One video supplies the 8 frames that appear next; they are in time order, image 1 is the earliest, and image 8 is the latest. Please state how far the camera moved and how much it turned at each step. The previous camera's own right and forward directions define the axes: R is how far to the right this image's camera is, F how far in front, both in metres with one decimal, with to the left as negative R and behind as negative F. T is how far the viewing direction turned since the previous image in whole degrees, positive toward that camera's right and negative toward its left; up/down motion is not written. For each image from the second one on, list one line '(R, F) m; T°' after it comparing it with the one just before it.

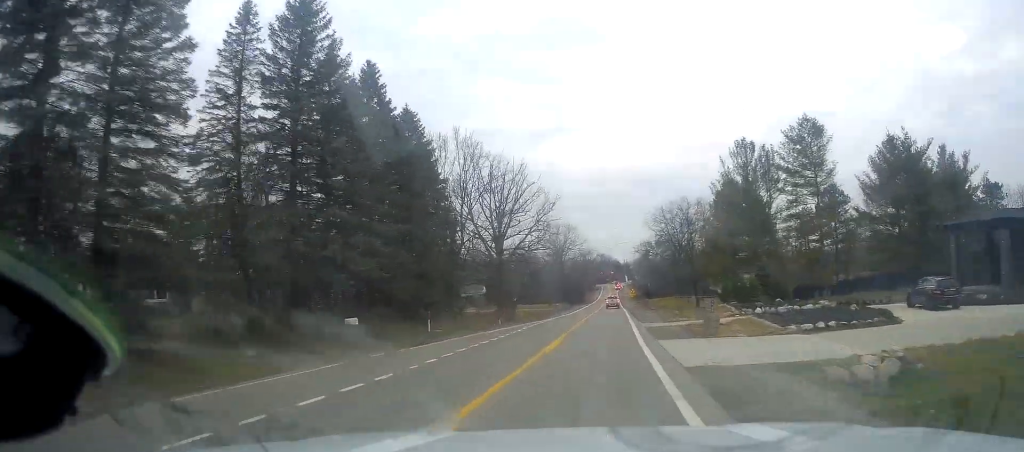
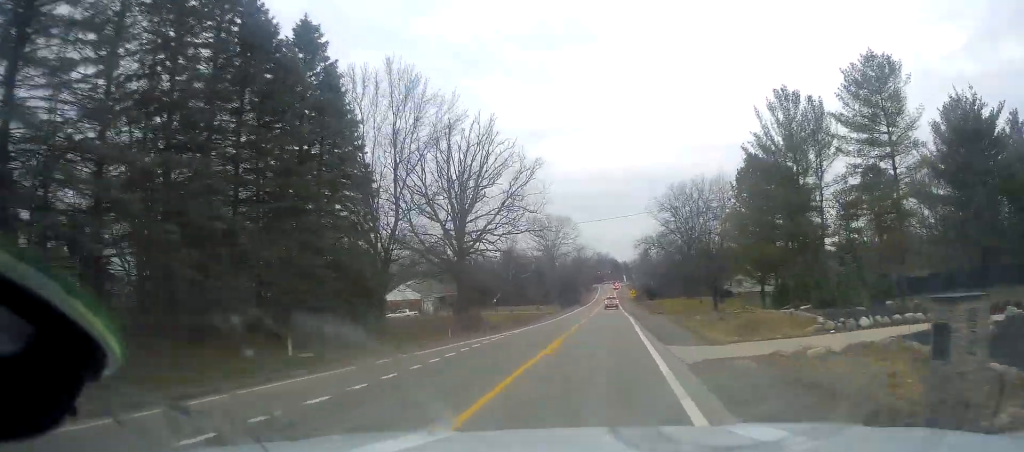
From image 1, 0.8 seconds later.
(-0.3, +16.0) m; +1°
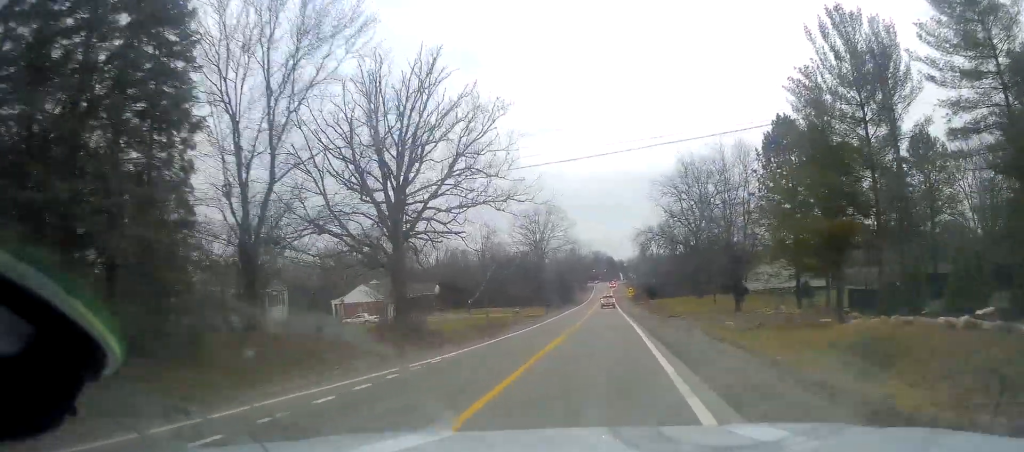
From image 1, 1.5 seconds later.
(+0.6, +14.3) m; 0°
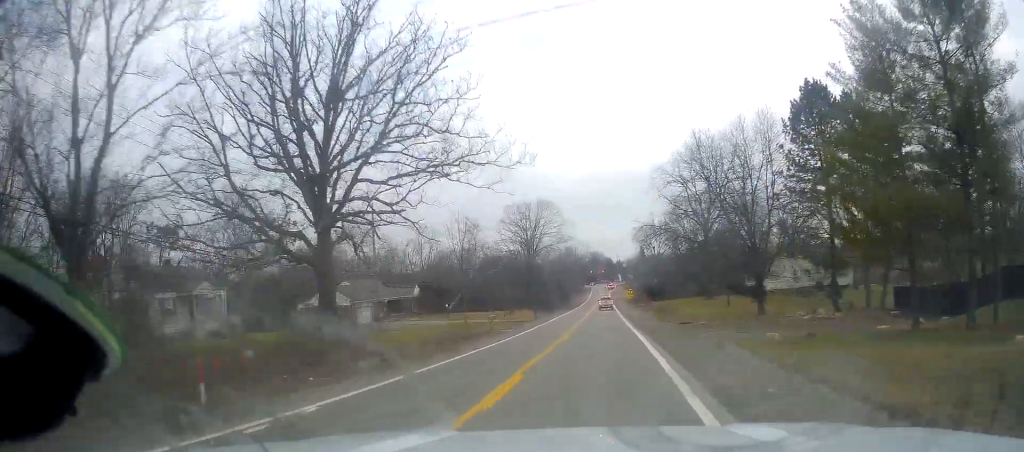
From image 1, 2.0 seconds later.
(+0.1, +9.5) m; 0°
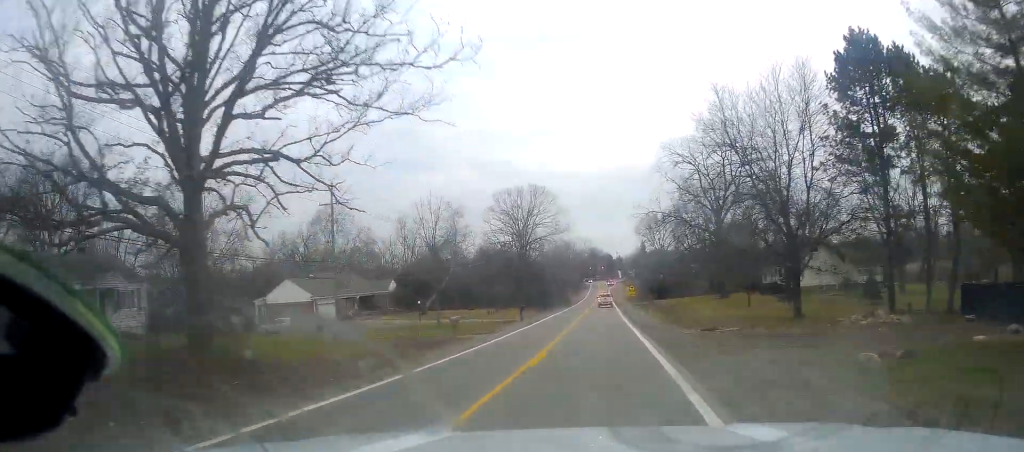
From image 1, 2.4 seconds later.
(-0.4, +9.5) m; 0°
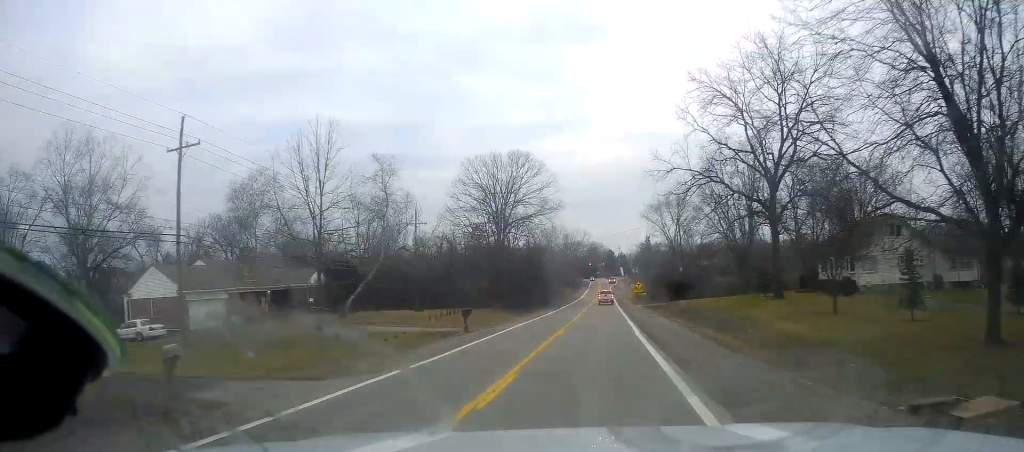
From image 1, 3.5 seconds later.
(+0.3, +21.0) m; +1°
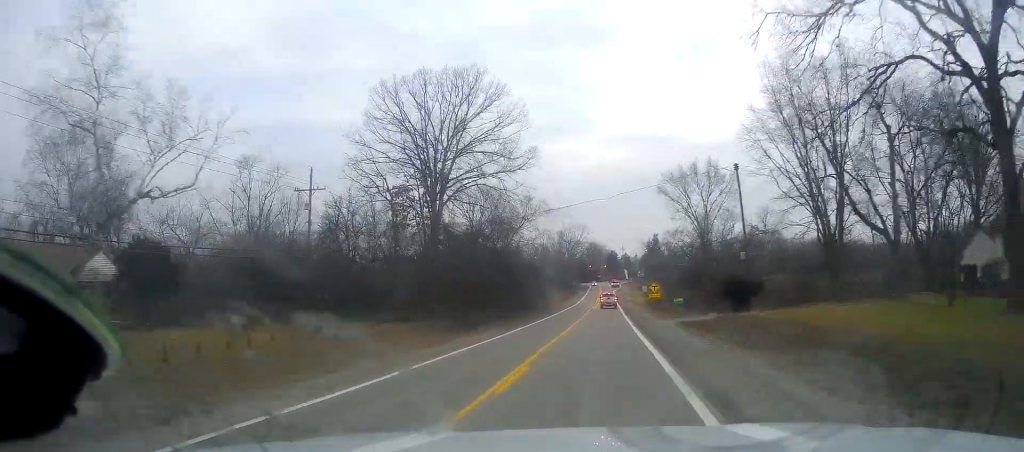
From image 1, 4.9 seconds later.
(-0.2, +28.4) m; -2°
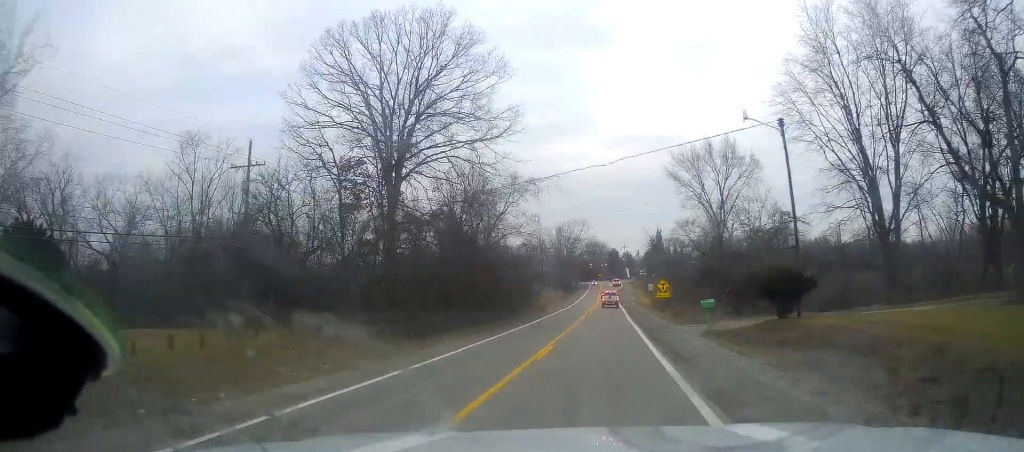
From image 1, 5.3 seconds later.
(-0.2, +9.6) m; +1°
